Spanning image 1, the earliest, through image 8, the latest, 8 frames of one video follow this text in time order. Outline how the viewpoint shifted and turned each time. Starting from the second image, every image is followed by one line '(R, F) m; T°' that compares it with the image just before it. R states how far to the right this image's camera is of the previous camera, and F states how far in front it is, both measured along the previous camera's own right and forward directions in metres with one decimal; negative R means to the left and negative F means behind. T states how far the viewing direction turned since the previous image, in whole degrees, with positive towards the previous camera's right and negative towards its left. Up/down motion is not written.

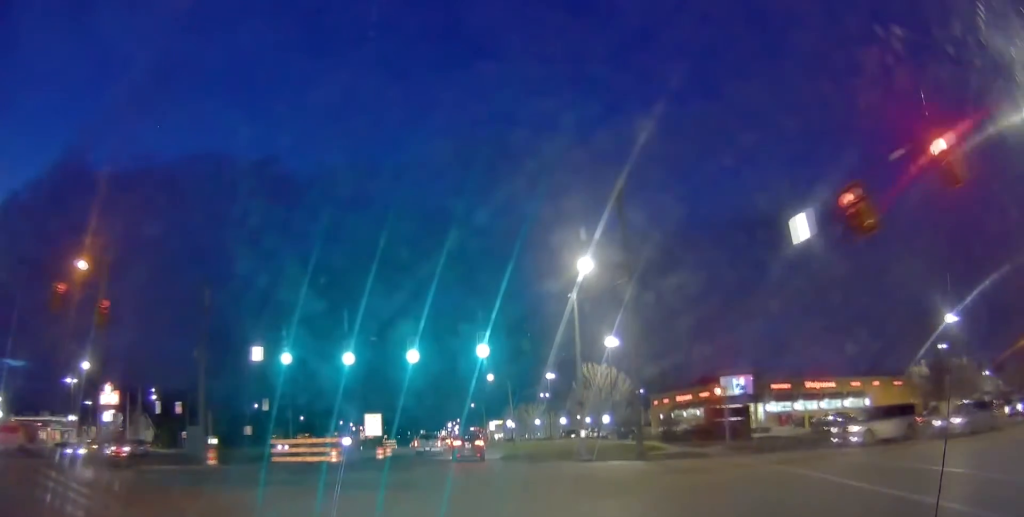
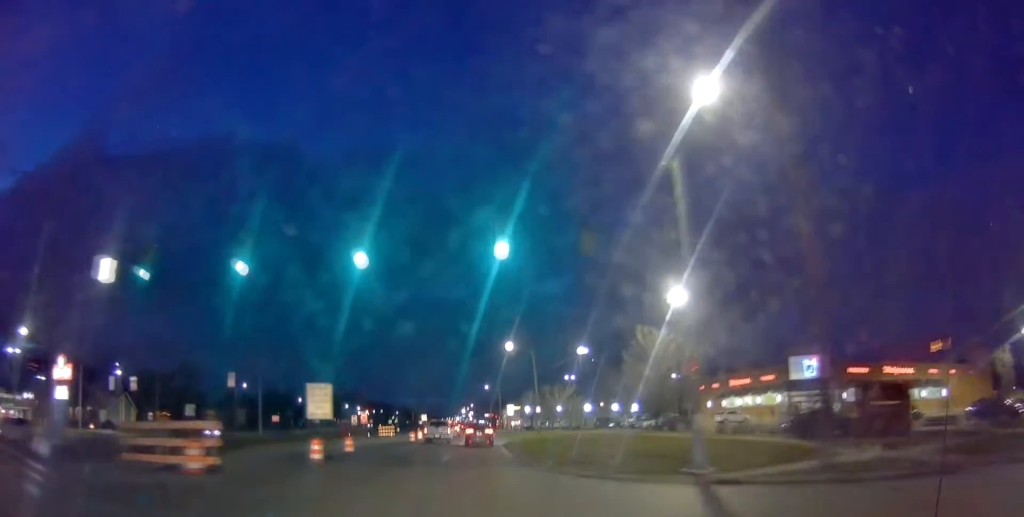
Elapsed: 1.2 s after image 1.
(-0.7, +17.2) m; -2°
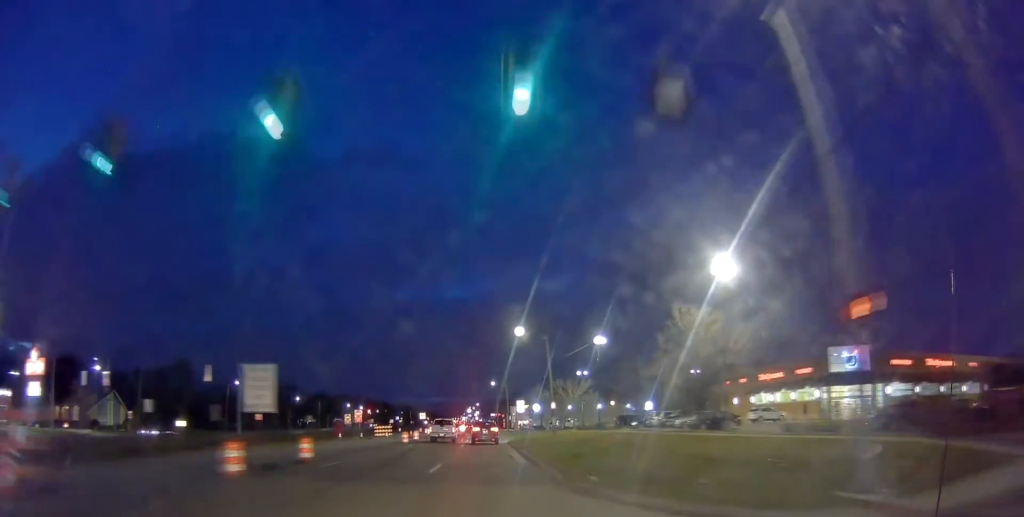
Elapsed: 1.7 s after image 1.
(+0.2, +7.9) m; 0°
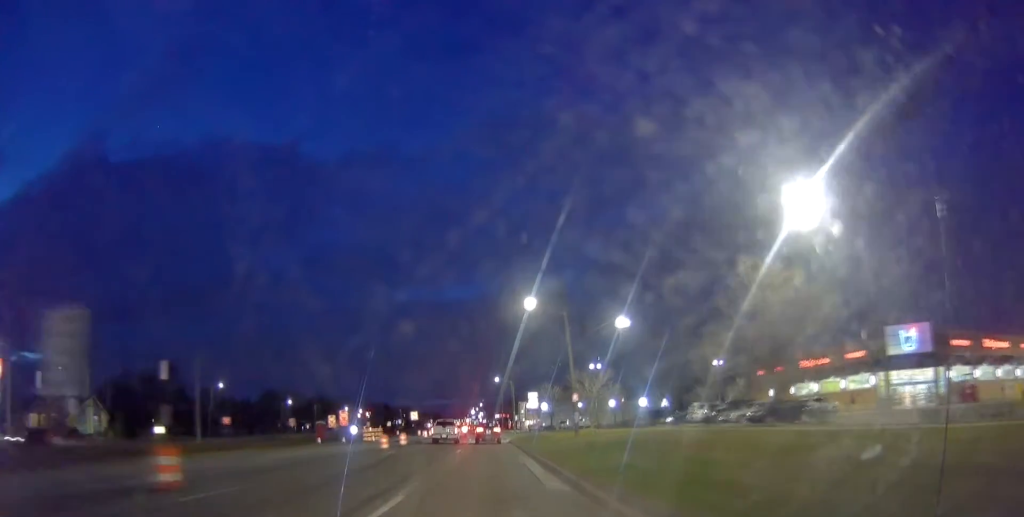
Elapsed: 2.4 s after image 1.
(-0.2, +10.7) m; -1°
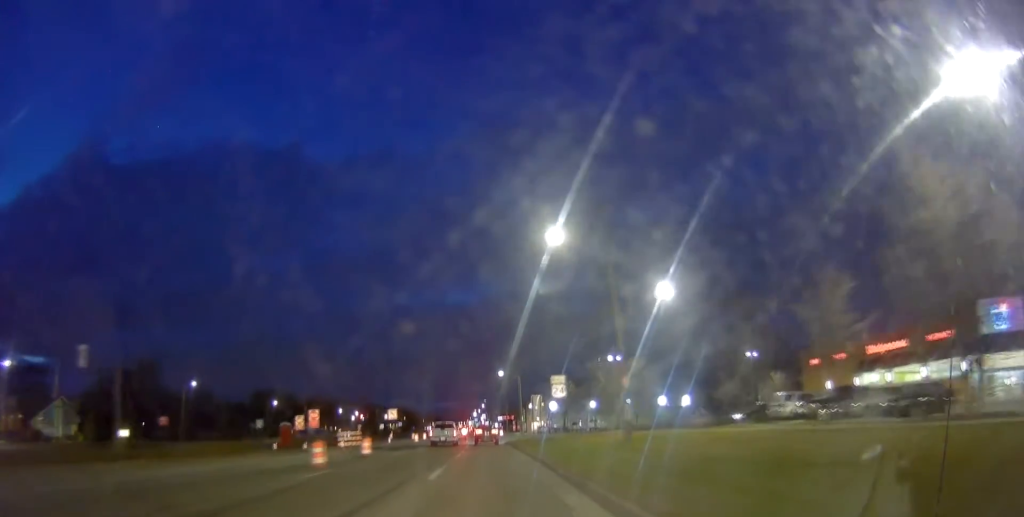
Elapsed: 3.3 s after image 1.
(-0.2, +13.1) m; 0°
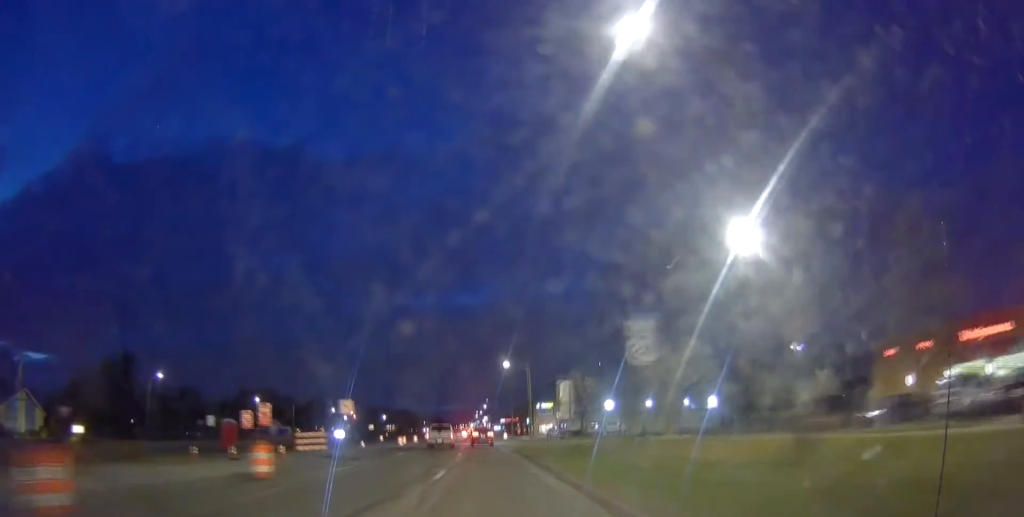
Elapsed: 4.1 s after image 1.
(+0.1, +13.6) m; +2°
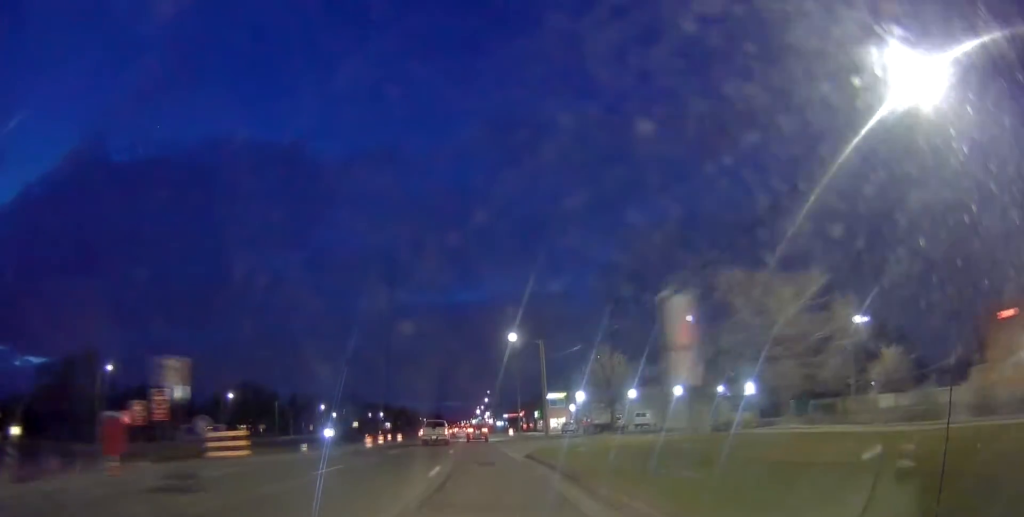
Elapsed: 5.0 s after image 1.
(+0.4, +15.8) m; 0°
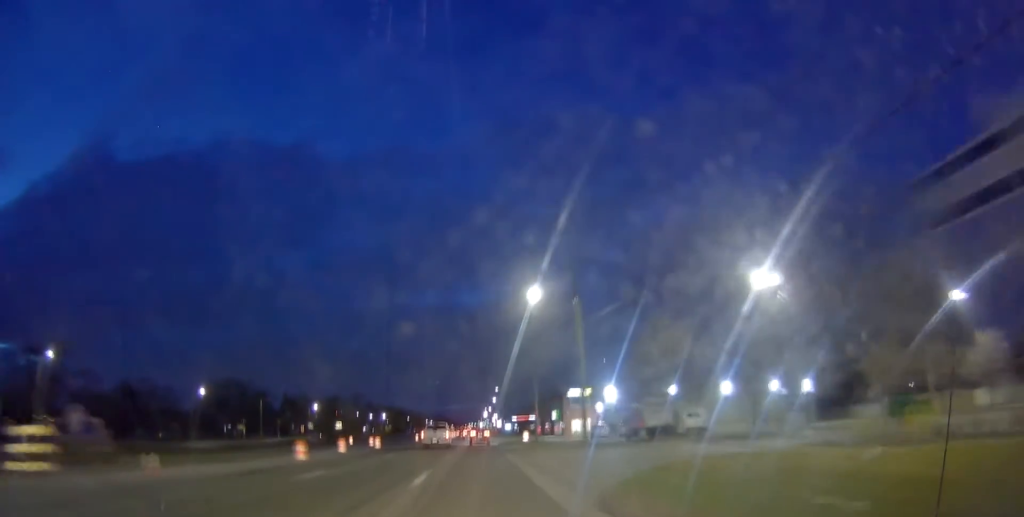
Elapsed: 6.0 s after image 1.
(-0.6, +16.2) m; -2°
